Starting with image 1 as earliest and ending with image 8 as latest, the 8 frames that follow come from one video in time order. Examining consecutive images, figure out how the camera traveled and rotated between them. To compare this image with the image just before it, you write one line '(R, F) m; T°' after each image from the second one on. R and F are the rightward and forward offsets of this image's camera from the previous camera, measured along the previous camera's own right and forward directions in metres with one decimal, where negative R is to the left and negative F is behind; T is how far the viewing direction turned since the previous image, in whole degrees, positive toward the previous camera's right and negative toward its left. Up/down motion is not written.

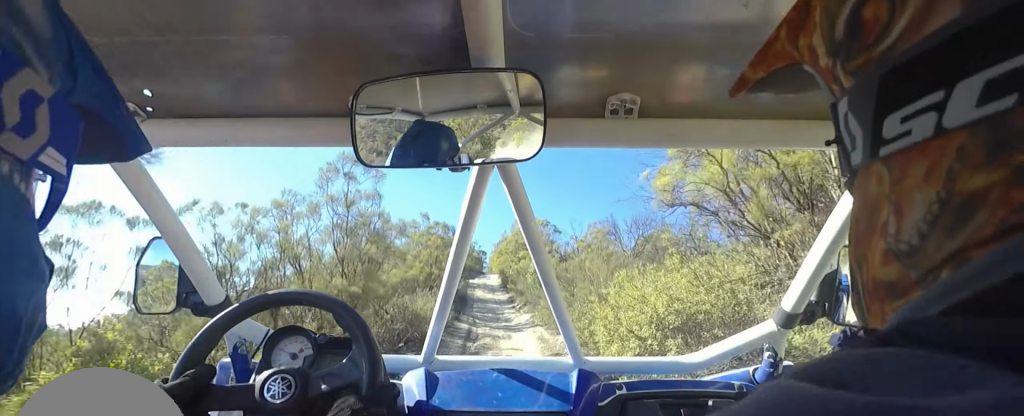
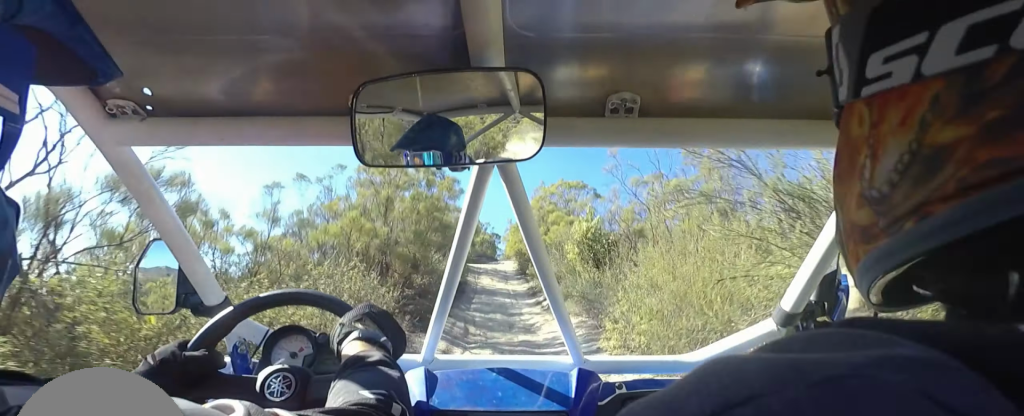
(-0.2, +8.0) m; 0°
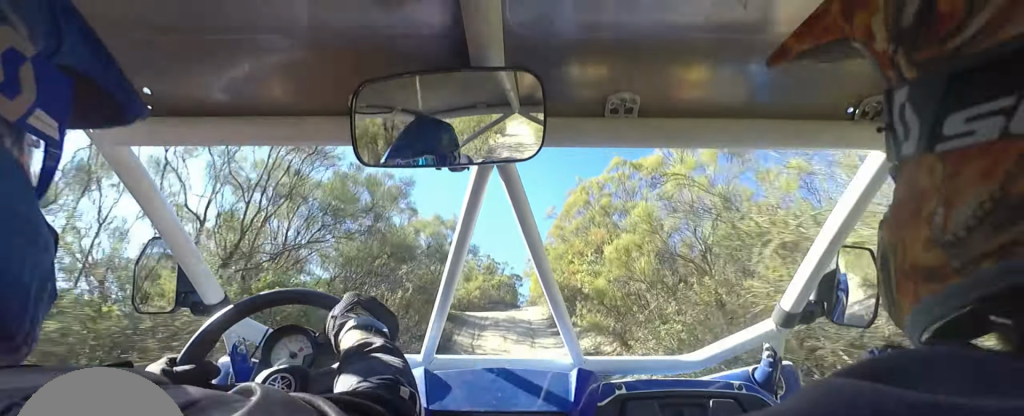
(+0.1, +8.2) m; +8°
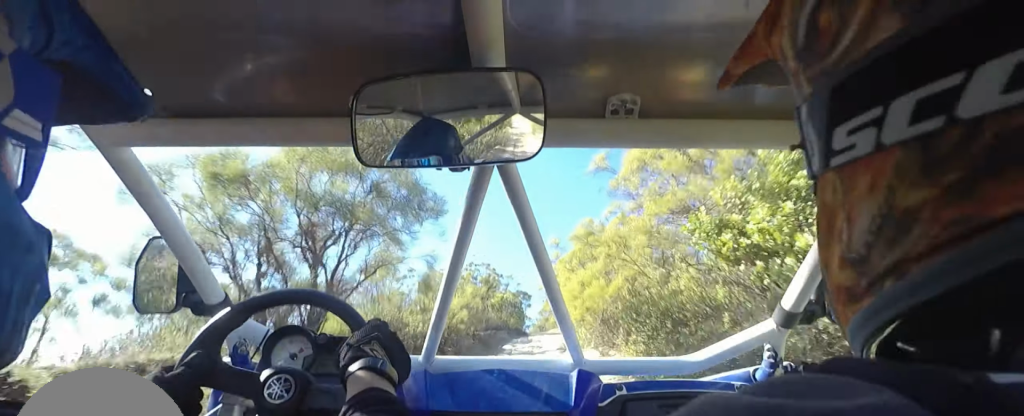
(+0.8, +7.0) m; +1°
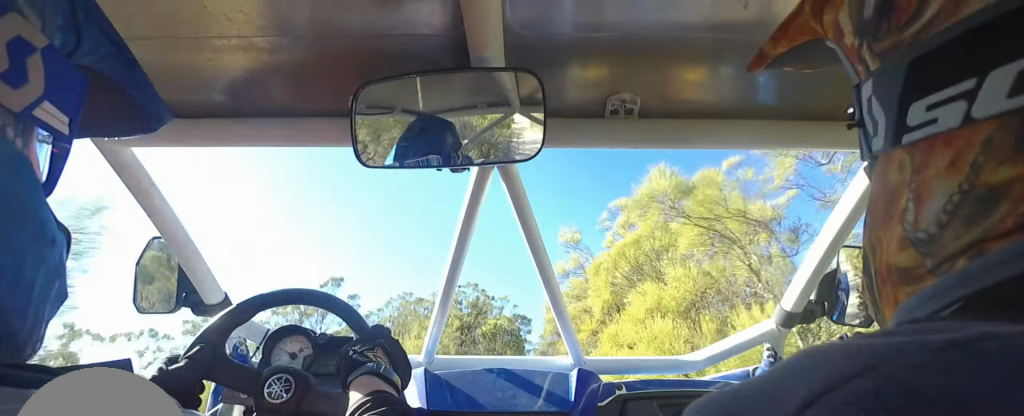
(-0.1, +4.7) m; -3°
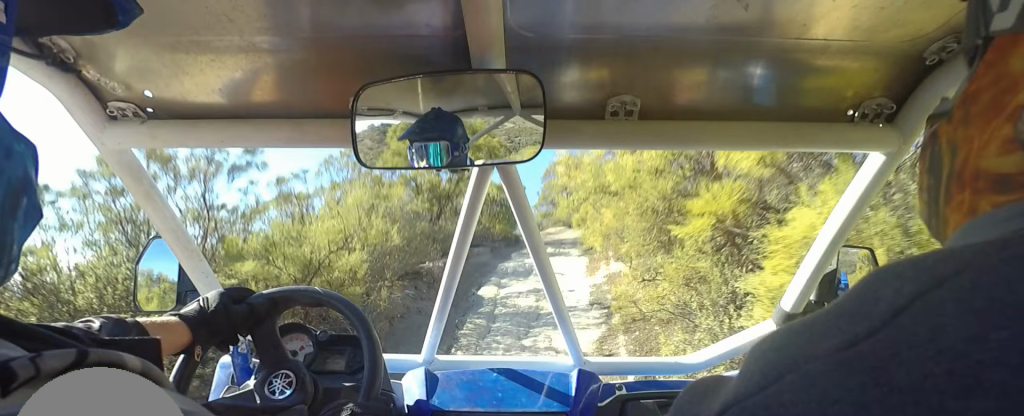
(-0.3, +3.5) m; -4°
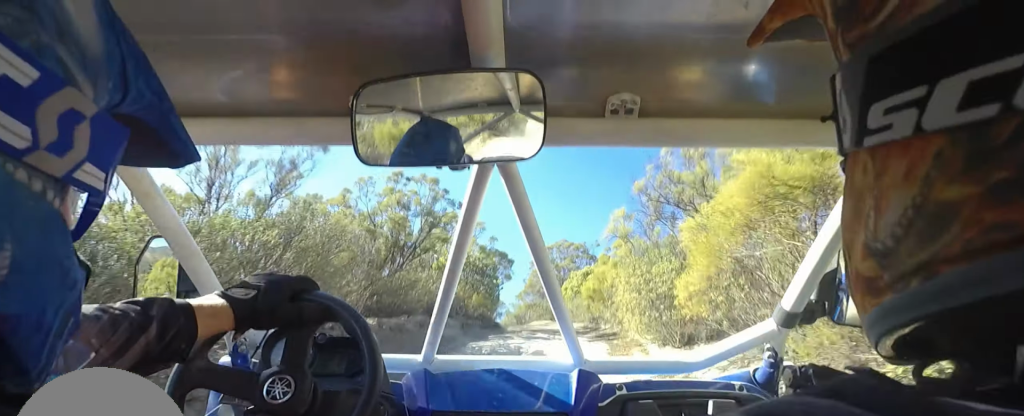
(-0.1, +4.0) m; -2°
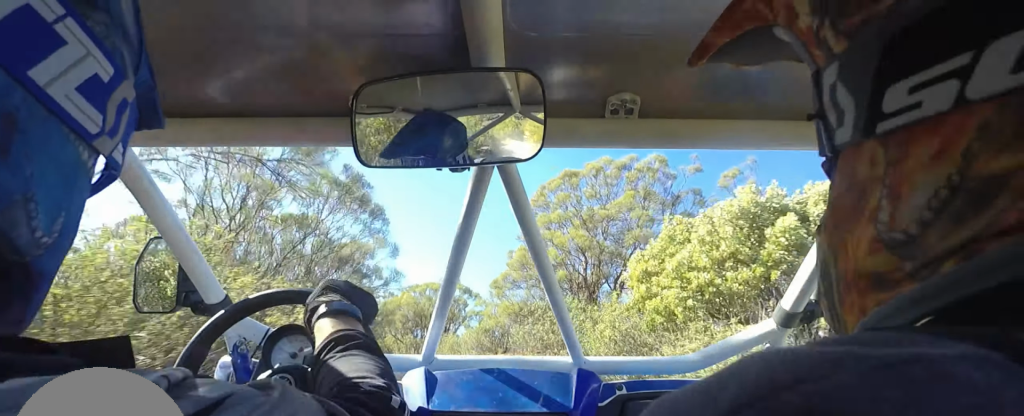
(-0.5, +15.0) m; -9°
